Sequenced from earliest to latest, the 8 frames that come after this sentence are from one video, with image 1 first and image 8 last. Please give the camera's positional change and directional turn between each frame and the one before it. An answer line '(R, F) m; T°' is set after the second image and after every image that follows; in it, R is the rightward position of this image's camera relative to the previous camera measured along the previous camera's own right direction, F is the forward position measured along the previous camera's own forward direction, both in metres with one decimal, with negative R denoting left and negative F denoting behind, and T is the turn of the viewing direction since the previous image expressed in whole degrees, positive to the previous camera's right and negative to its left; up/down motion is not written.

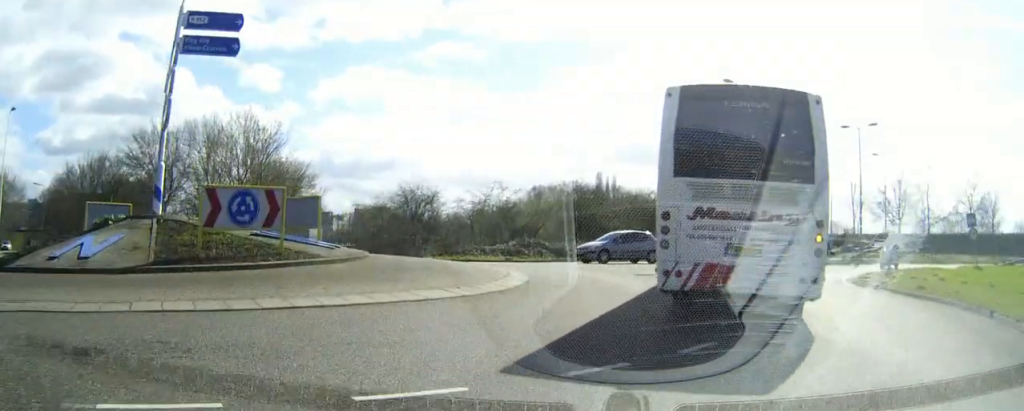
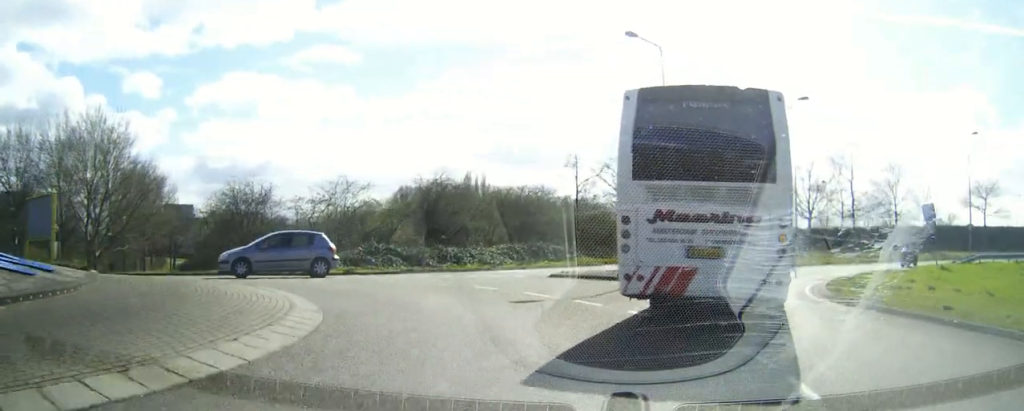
(+0.4, +7.8) m; +1°
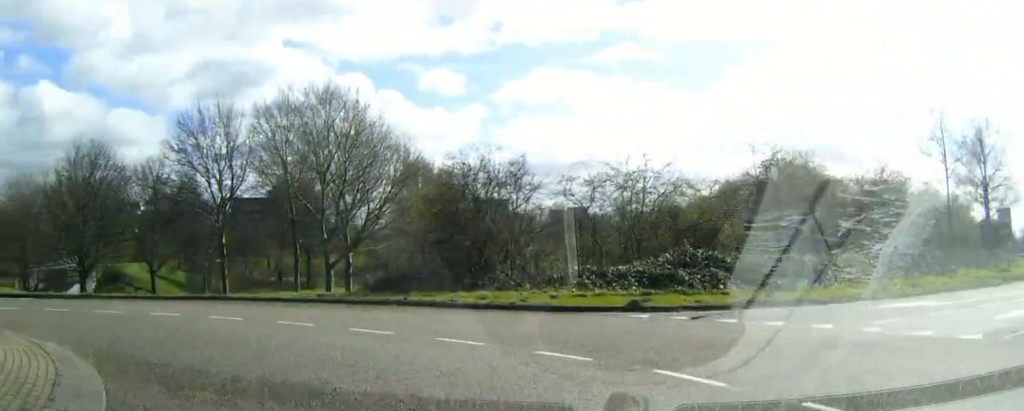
(-2.3, +13.3) m; -33°
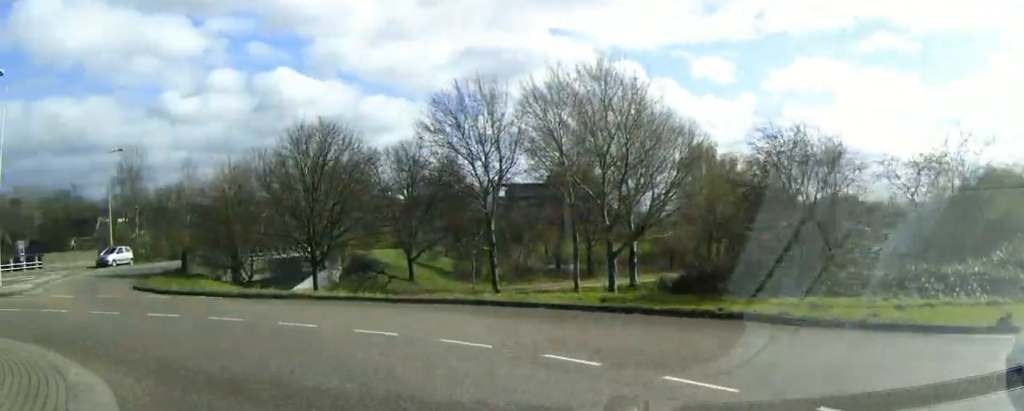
(-0.5, +4.7) m; -21°
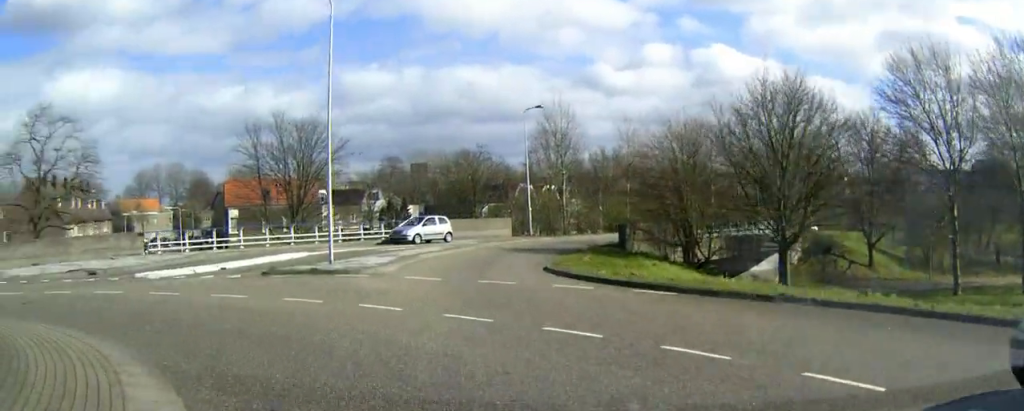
(-2.0, +6.6) m; -23°
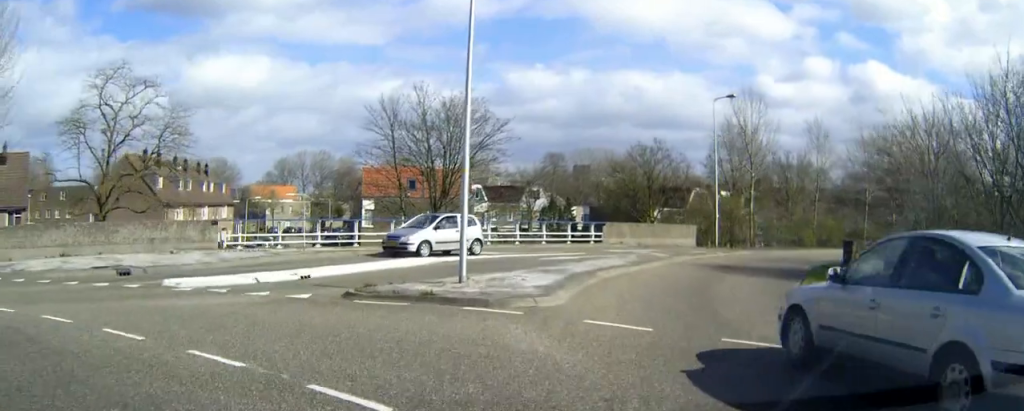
(-0.9, +8.2) m; -3°
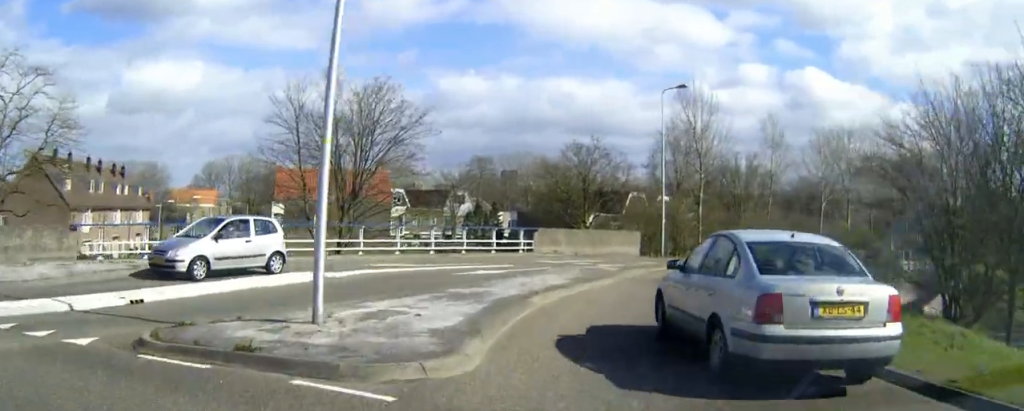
(+0.1, +5.1) m; +5°
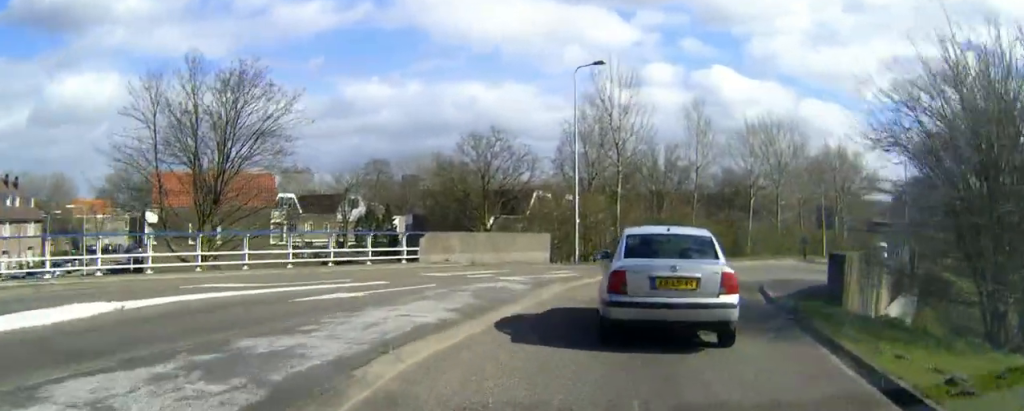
(+0.3, +5.4) m; +6°
